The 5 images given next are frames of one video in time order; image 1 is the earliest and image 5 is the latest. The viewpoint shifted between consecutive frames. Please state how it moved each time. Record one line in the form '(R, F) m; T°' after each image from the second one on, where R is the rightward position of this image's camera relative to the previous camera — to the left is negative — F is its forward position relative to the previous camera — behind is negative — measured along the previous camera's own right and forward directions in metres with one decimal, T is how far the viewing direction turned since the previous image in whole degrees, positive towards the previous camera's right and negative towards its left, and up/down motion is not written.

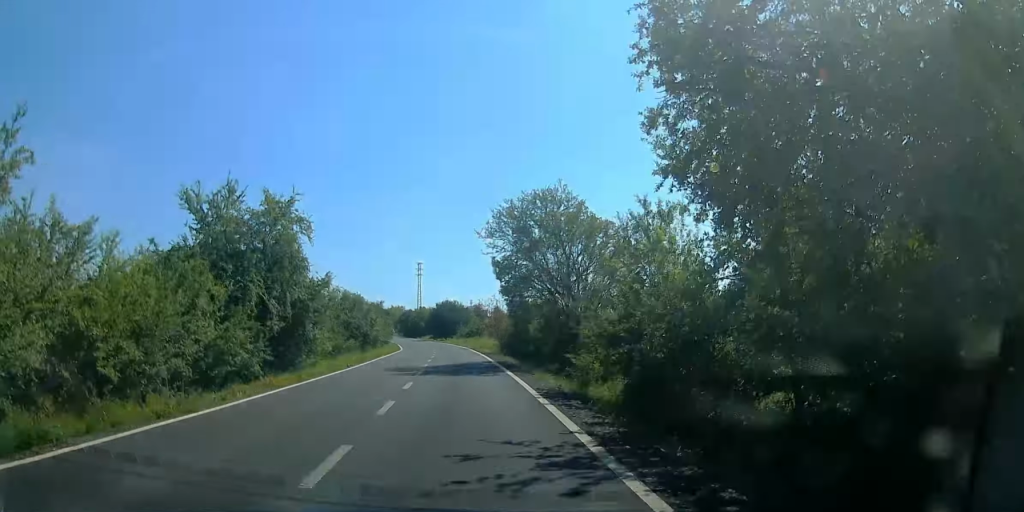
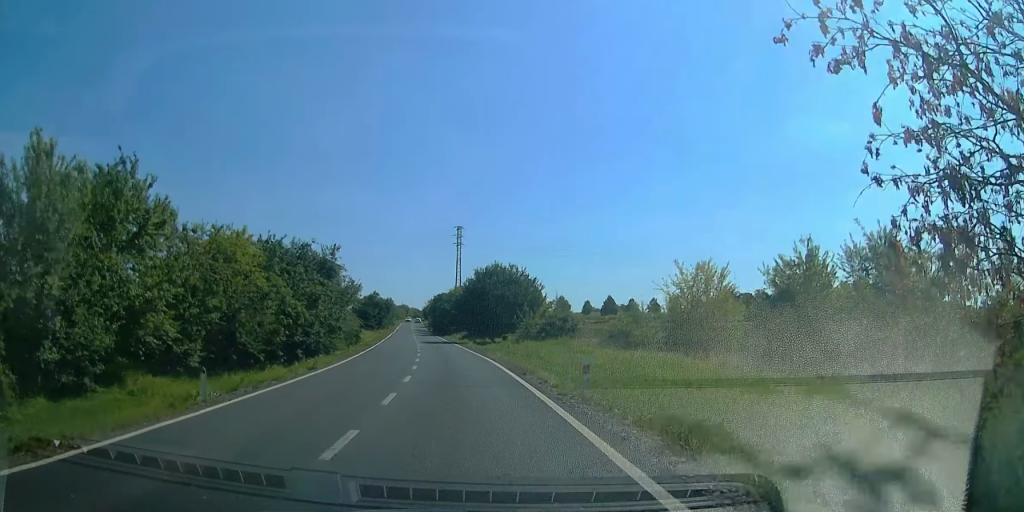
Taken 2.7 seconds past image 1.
(0.0, +48.7) m; 0°
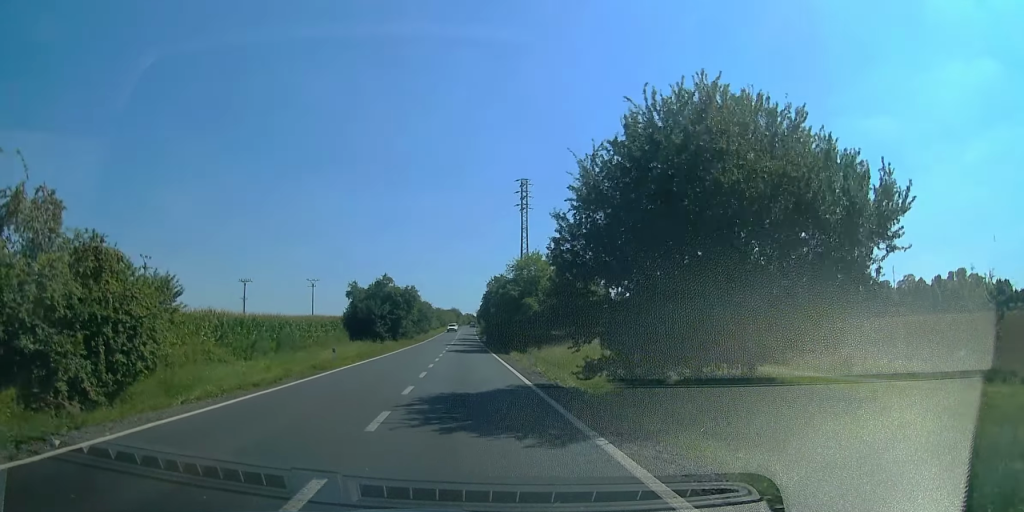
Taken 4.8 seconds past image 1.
(0.0, +41.4) m; 0°
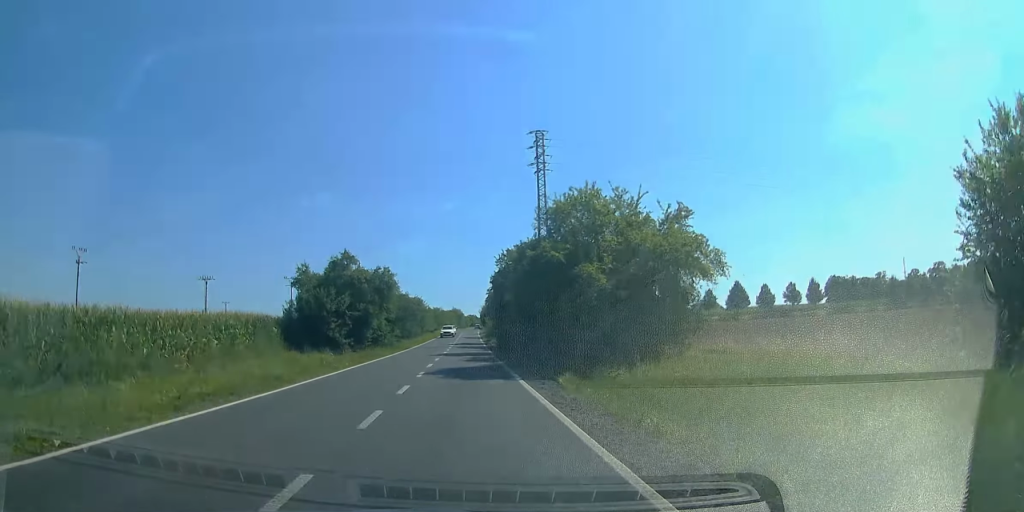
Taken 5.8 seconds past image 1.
(0.0, +19.0) m; 0°
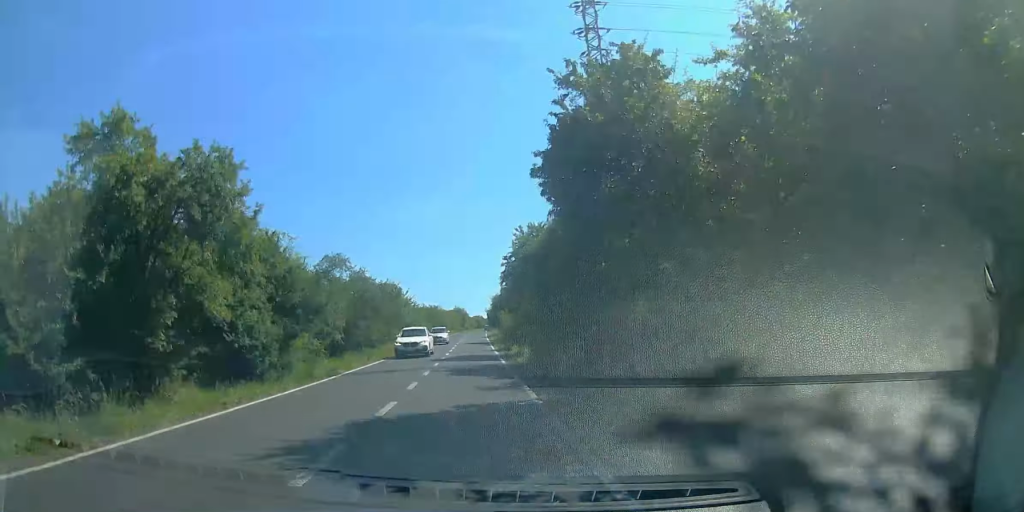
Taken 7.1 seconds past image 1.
(0.0, +25.9) m; 0°
